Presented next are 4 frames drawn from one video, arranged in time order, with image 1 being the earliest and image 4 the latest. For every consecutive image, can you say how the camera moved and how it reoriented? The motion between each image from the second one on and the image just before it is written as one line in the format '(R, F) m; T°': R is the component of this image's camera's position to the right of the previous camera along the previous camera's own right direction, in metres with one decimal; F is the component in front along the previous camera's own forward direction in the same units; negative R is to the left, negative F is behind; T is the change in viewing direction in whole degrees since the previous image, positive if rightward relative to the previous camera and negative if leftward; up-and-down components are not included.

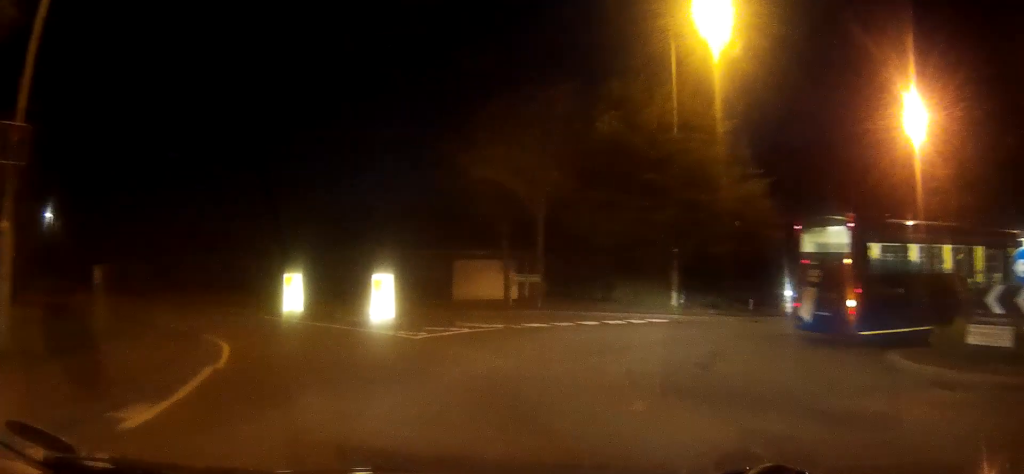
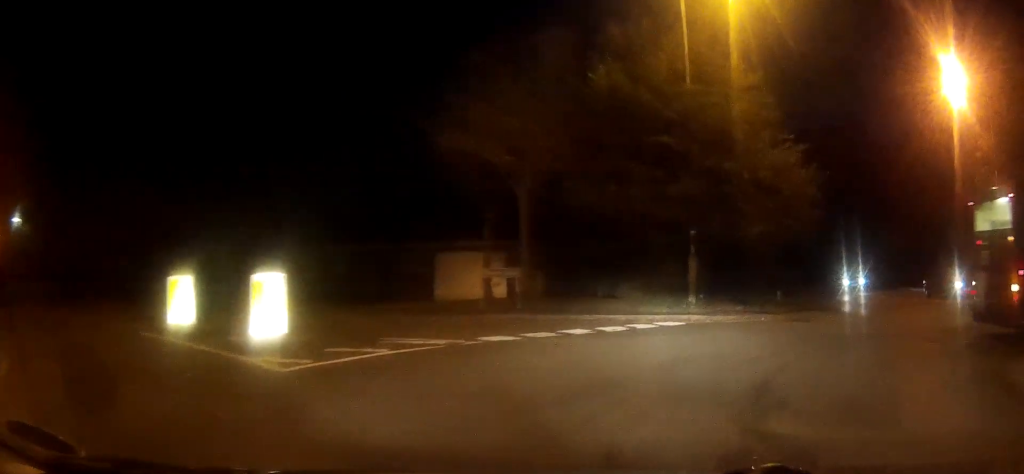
(-0.4, +5.3) m; -4°
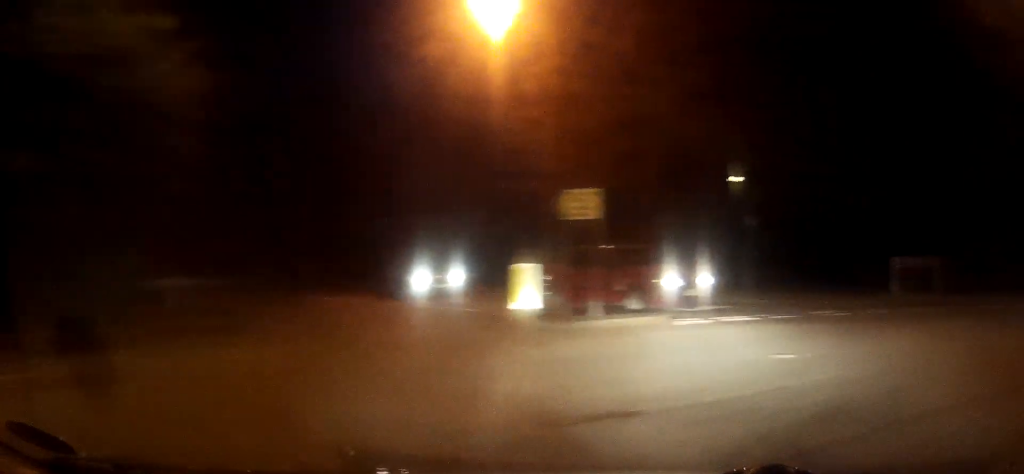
(+1.2, +11.8) m; +29°
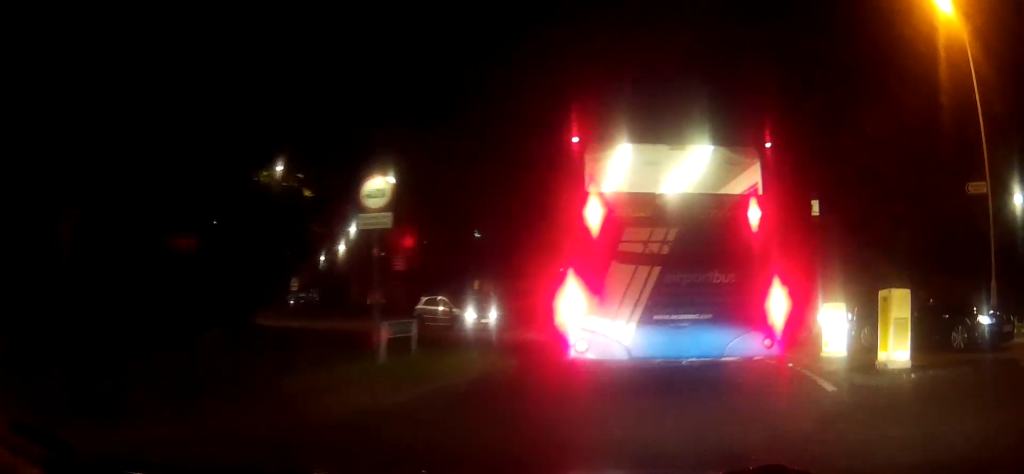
(+9.6, +7.9) m; +86°
